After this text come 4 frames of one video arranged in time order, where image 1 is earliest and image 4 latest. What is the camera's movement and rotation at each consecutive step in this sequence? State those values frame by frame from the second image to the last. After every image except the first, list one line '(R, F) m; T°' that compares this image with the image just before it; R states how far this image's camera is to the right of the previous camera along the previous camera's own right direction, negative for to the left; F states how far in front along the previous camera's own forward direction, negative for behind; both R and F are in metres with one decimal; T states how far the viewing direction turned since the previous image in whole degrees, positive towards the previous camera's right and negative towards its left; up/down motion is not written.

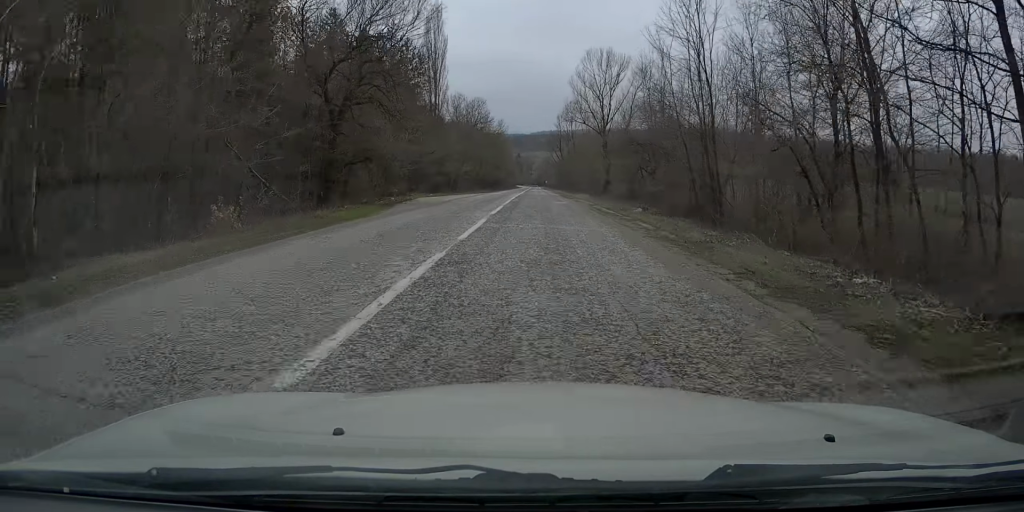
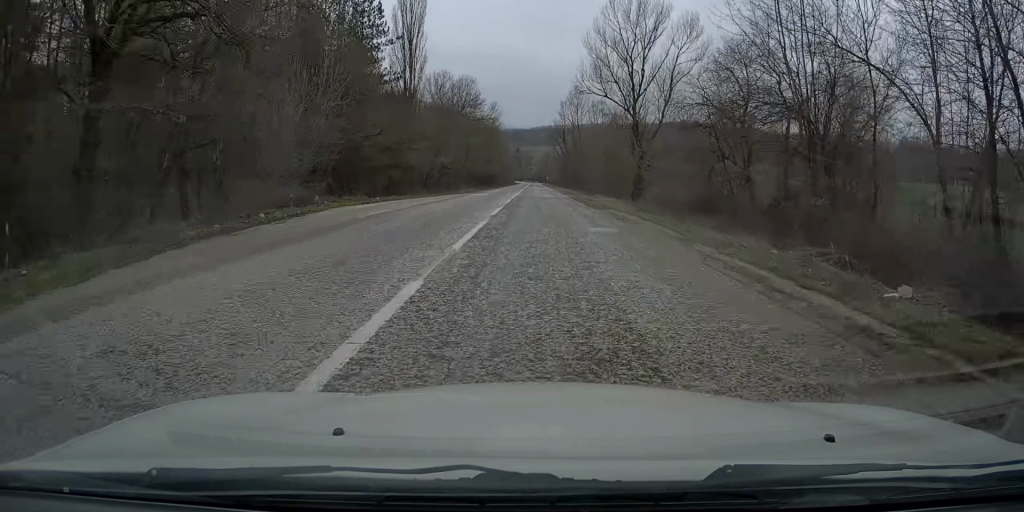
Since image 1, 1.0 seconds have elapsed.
(-0.1, +20.6) m; -1°
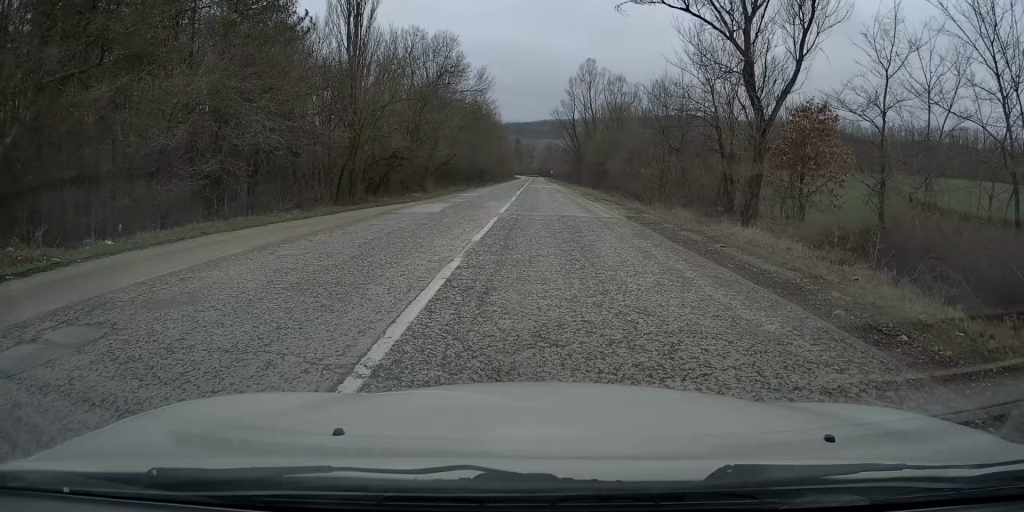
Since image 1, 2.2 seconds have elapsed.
(0.0, +26.0) m; +1°
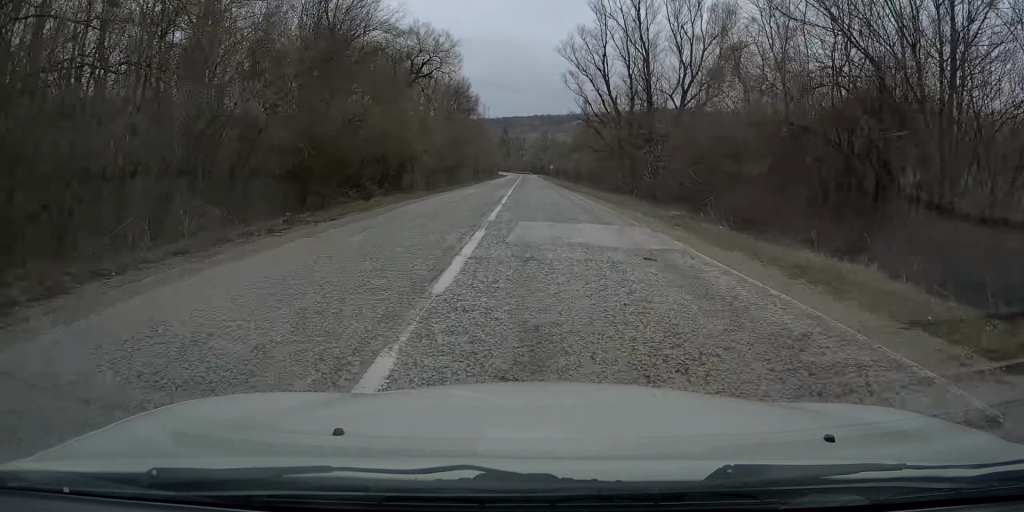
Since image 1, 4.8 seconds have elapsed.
(-0.2, +58.0) m; -1°
